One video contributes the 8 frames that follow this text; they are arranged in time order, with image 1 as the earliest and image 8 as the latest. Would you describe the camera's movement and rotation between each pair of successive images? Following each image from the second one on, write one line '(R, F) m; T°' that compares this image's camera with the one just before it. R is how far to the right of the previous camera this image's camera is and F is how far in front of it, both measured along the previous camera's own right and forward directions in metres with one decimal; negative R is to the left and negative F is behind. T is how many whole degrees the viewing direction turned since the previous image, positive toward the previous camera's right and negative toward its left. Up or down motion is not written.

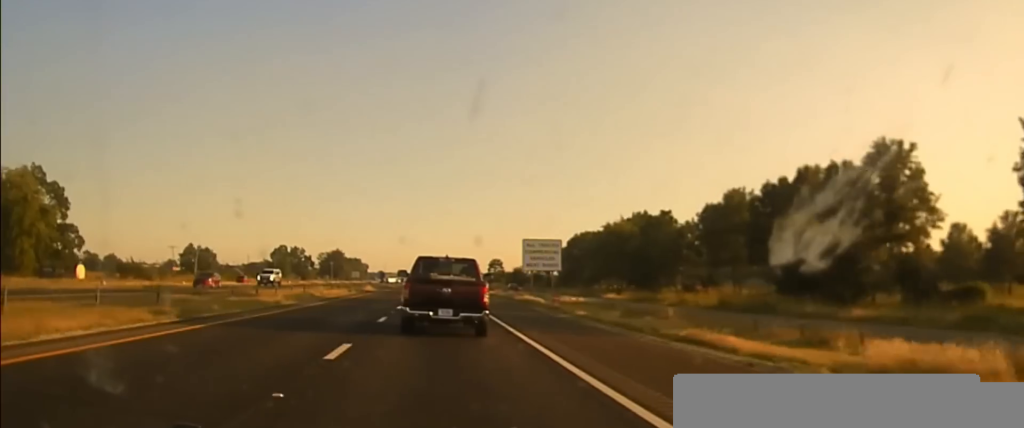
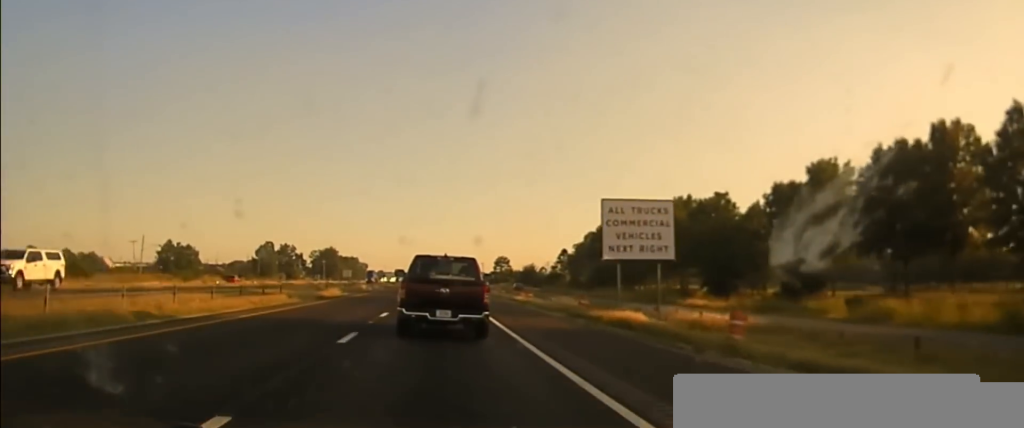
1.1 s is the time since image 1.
(-0.2, +33.5) m; 0°
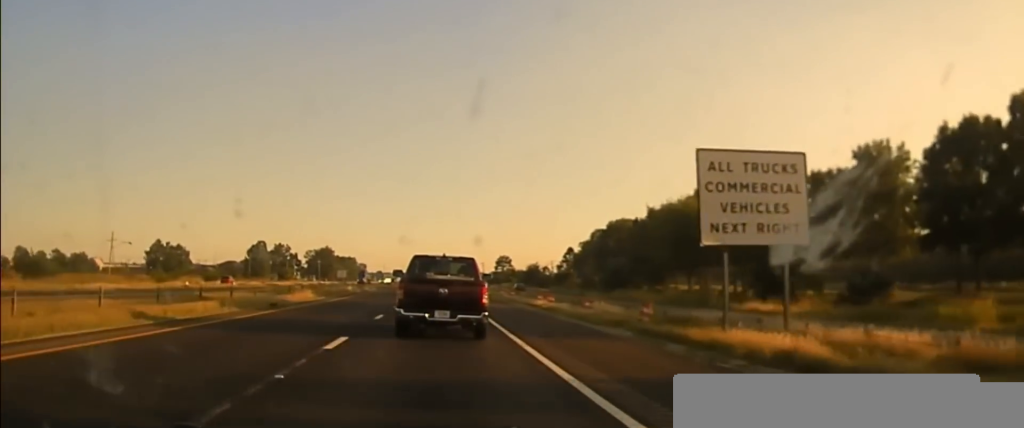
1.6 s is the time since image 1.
(-0.2, +14.8) m; 0°
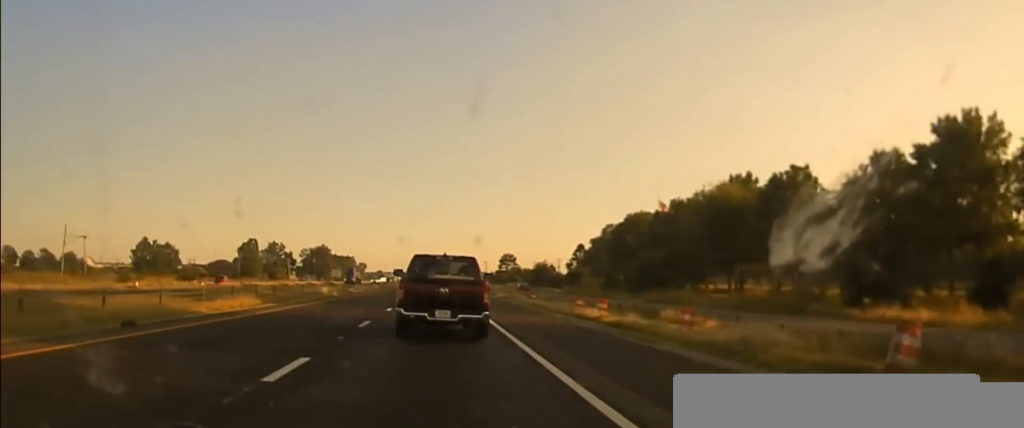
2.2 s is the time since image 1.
(+0.2, +17.2) m; 0°
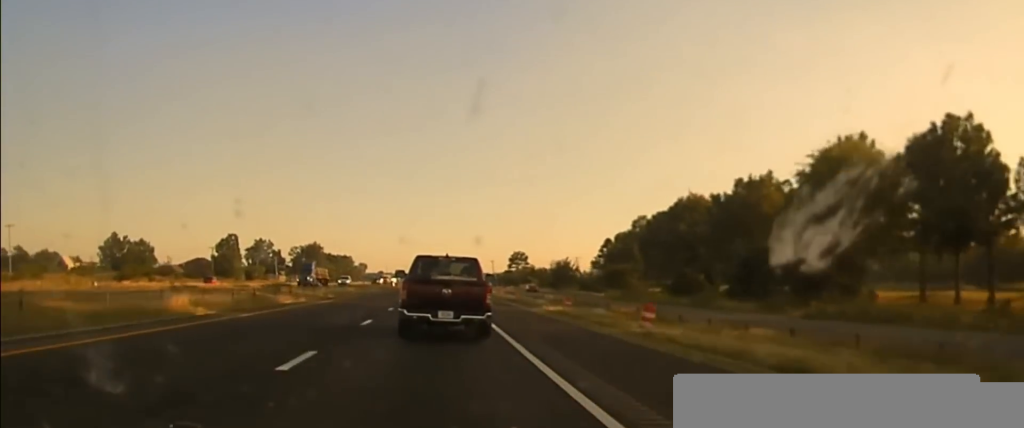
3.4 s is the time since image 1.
(-0.1, +35.0) m; 0°
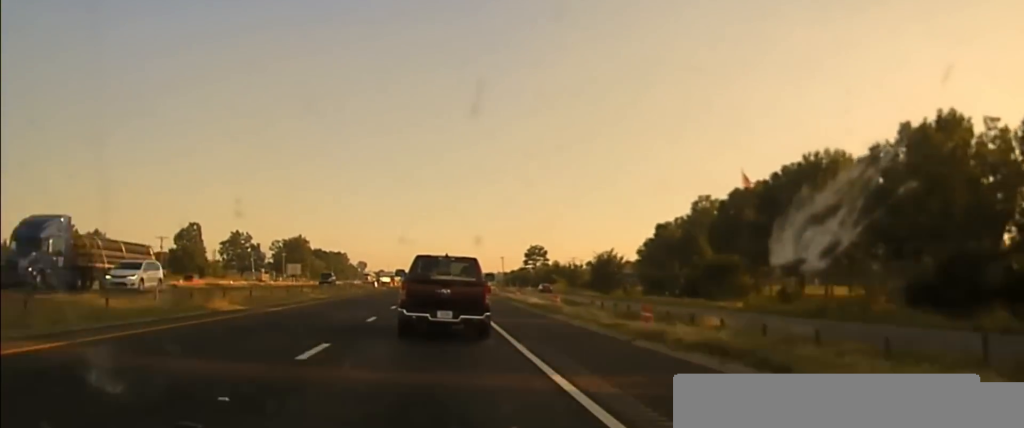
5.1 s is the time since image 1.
(-0.2, +46.6) m; 0°
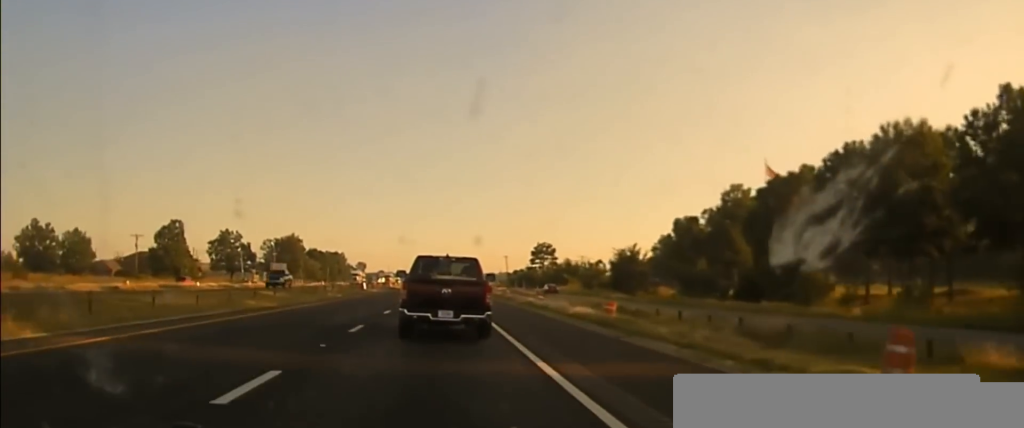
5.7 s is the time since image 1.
(0.0, +15.8) m; 0°
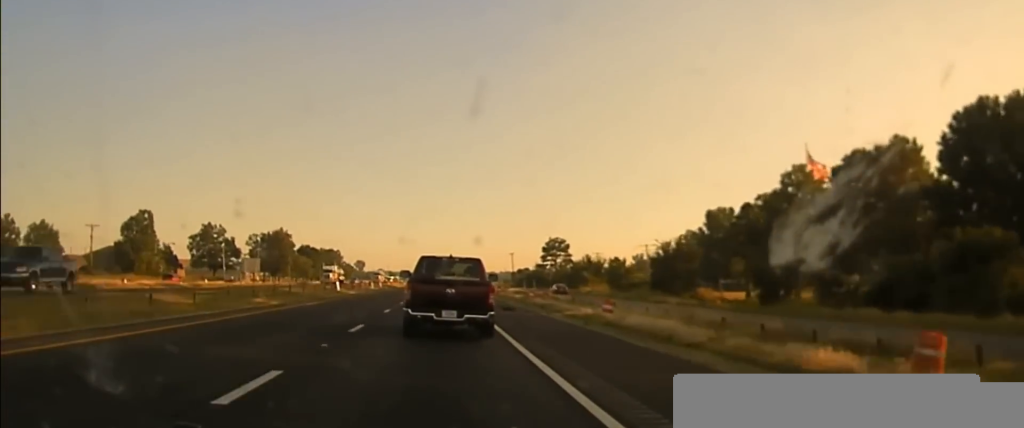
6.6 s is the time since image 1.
(0.0, +25.1) m; 0°
